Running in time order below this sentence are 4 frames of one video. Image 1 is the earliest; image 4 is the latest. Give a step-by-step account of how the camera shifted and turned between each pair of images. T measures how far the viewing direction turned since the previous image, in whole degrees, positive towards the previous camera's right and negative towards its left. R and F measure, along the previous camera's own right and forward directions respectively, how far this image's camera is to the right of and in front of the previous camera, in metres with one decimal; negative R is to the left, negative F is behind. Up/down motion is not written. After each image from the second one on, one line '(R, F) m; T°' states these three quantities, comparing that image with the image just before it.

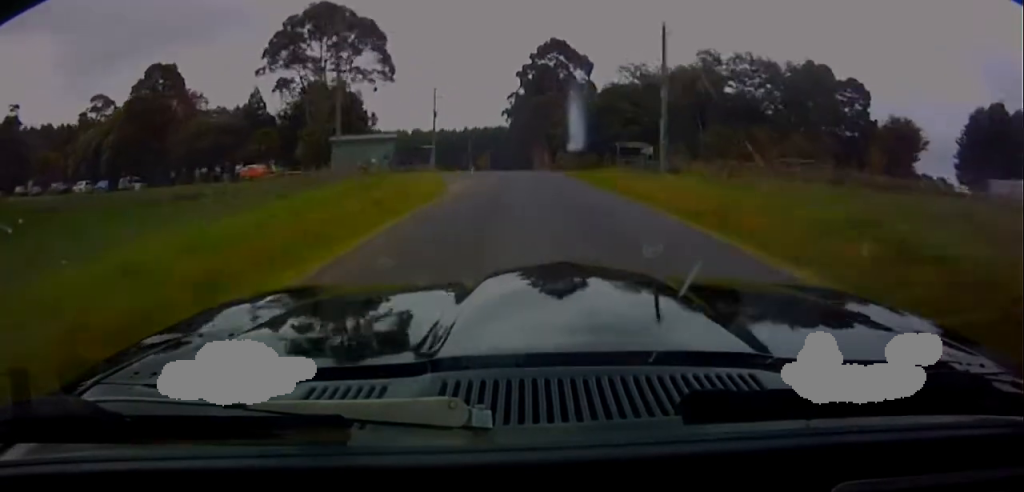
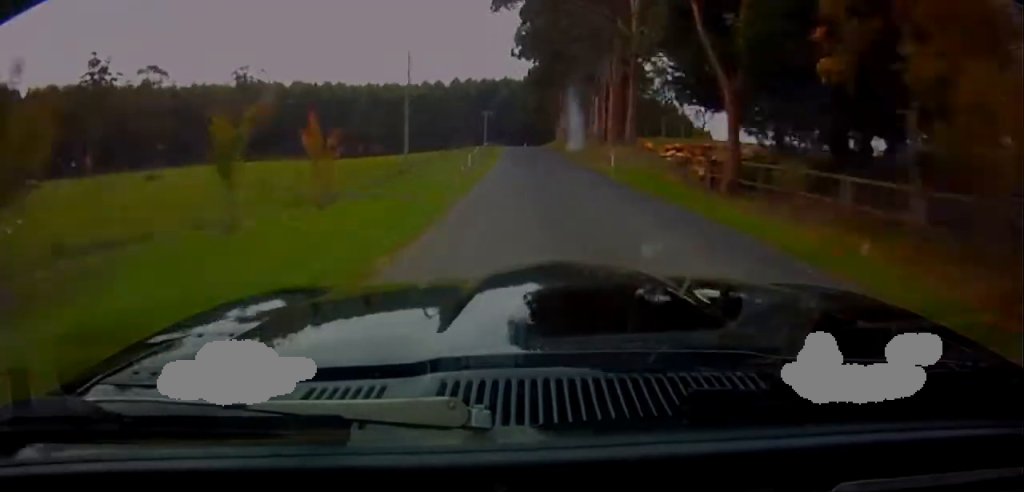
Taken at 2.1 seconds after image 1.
(-1.6, +84.2) m; -2°
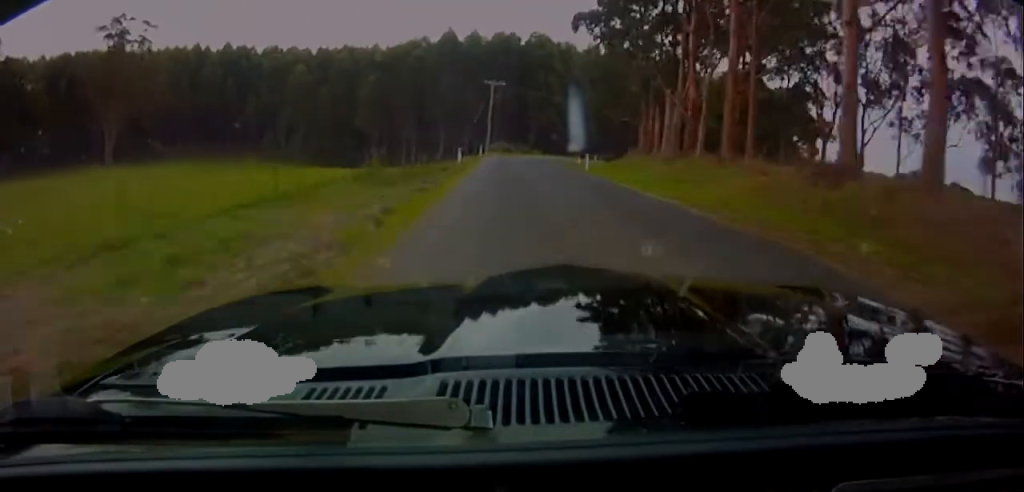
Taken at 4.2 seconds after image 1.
(-1.2, +72.1) m; -3°
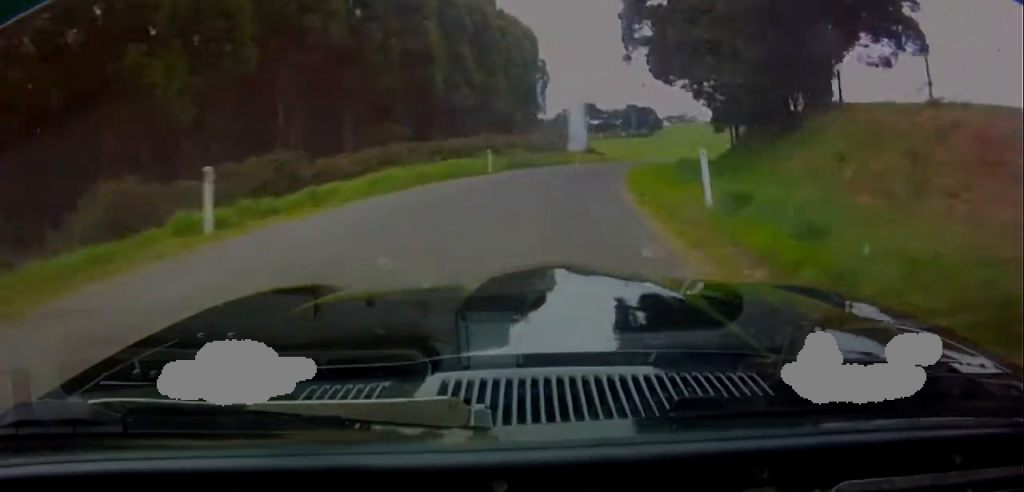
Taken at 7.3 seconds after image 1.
(+10.1, +75.8) m; +31°
